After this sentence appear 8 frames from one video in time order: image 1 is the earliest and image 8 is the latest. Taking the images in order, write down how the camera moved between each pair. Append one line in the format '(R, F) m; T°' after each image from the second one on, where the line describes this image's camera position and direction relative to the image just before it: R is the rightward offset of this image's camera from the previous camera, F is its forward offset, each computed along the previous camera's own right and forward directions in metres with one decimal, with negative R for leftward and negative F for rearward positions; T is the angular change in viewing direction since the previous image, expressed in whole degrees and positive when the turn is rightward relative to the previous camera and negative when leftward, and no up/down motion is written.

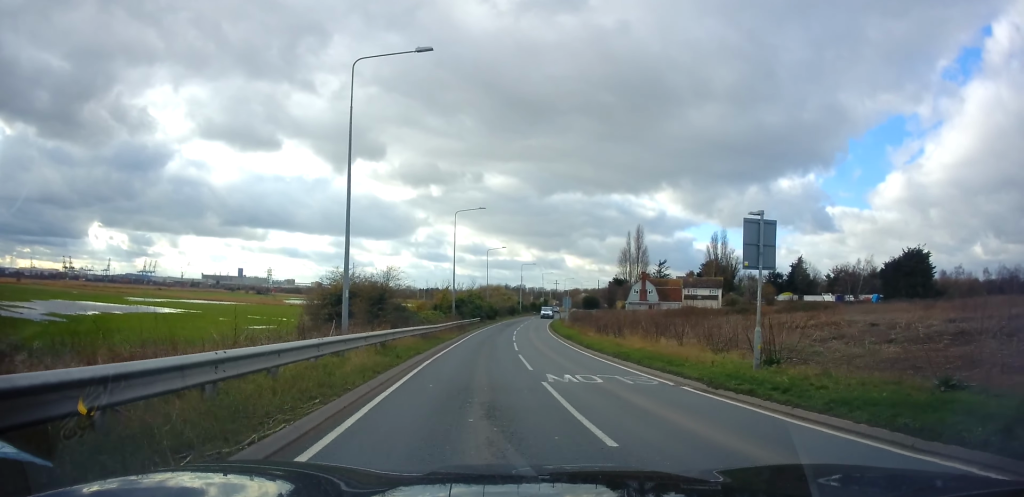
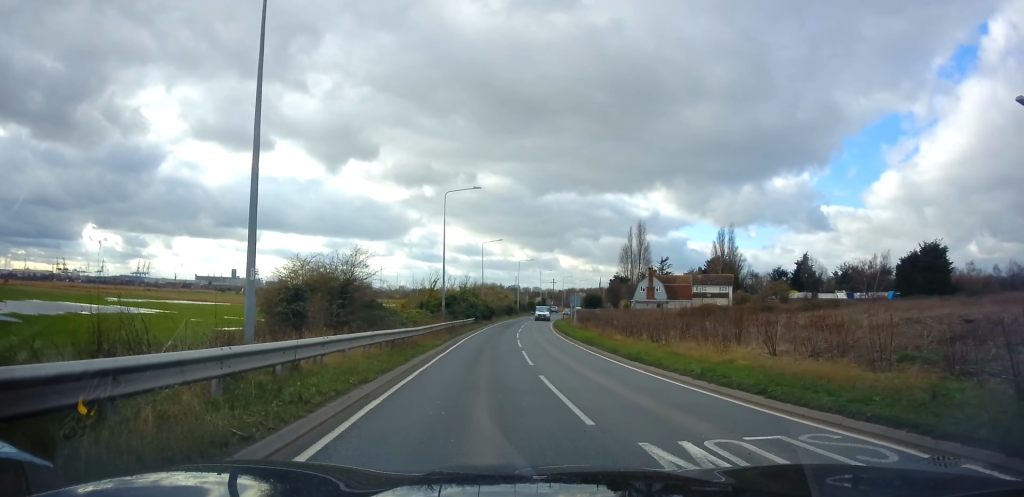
(+0.1, +7.6) m; +1°
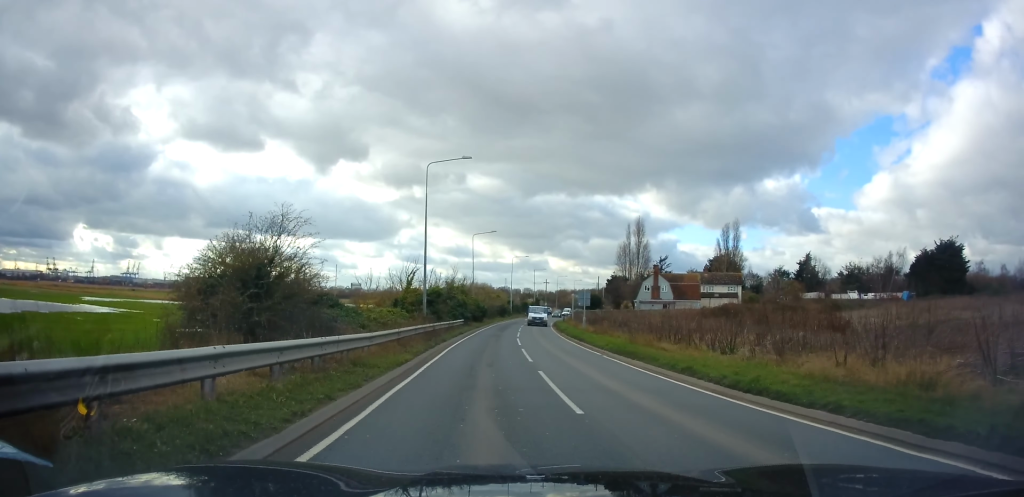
(0.0, +8.1) m; +1°
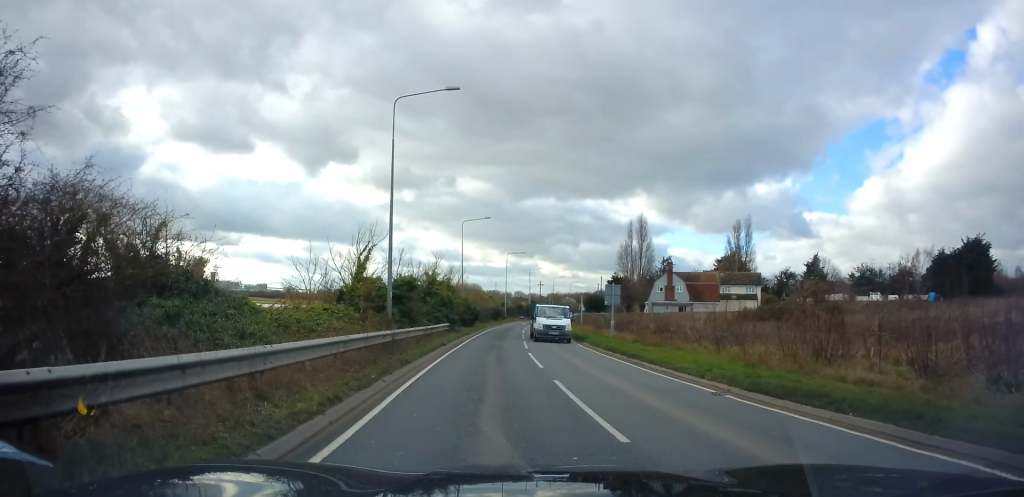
(+0.1, +10.8) m; +1°
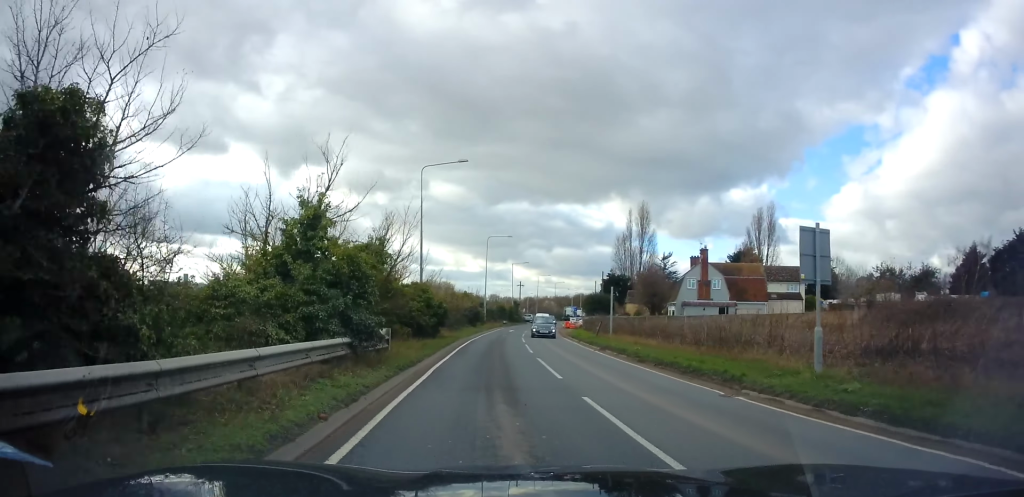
(+1.0, +20.4) m; +4°
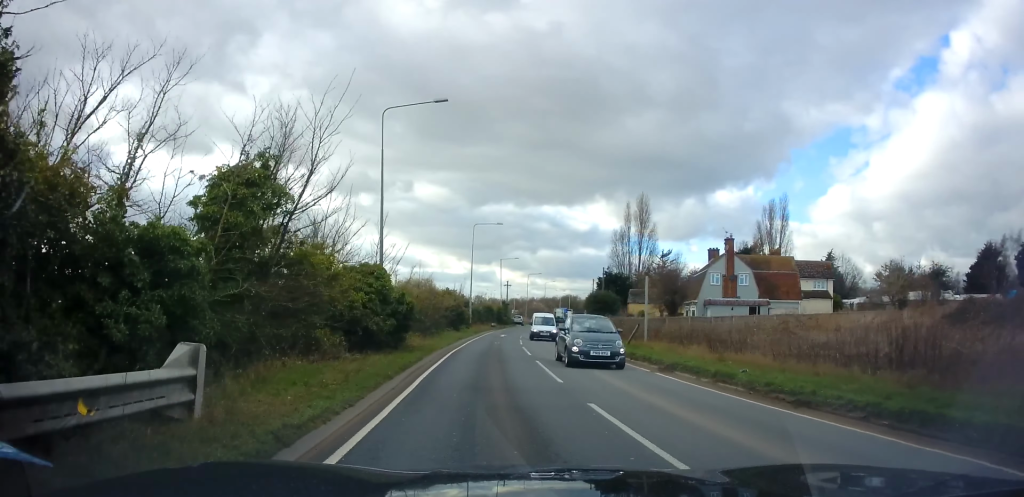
(0.0, +9.8) m; 0°
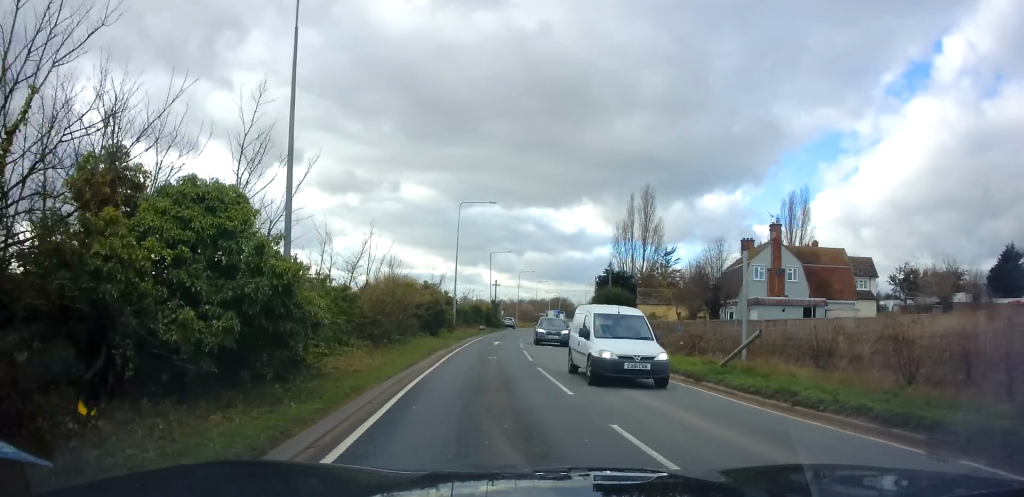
(-0.2, +10.7) m; +1°
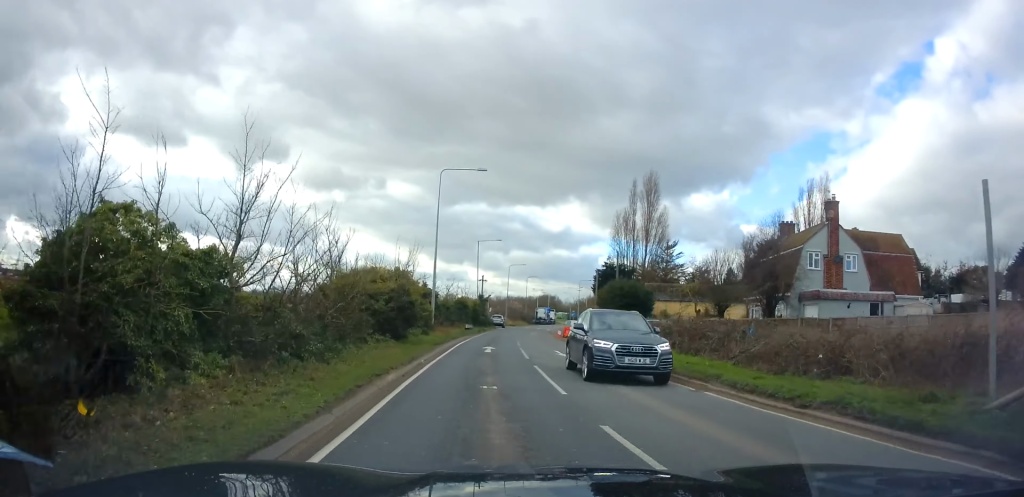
(+0.3, +9.0) m; +2°
